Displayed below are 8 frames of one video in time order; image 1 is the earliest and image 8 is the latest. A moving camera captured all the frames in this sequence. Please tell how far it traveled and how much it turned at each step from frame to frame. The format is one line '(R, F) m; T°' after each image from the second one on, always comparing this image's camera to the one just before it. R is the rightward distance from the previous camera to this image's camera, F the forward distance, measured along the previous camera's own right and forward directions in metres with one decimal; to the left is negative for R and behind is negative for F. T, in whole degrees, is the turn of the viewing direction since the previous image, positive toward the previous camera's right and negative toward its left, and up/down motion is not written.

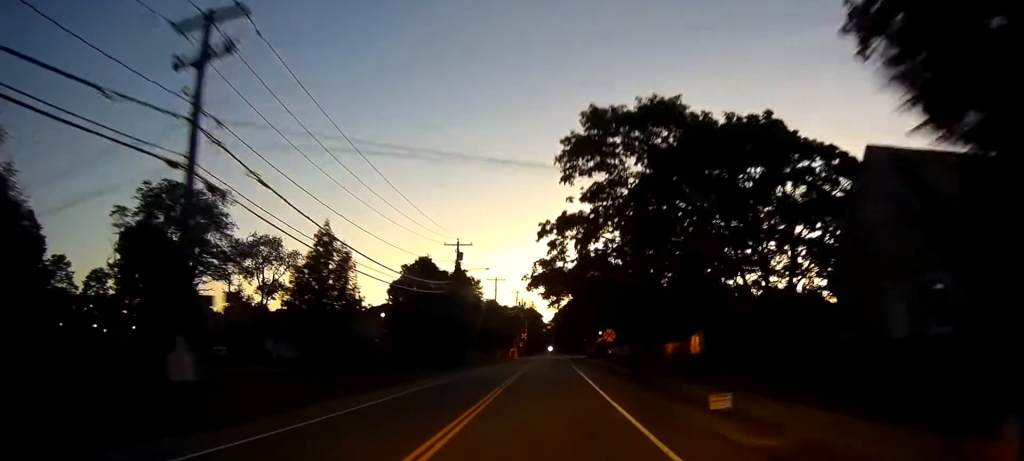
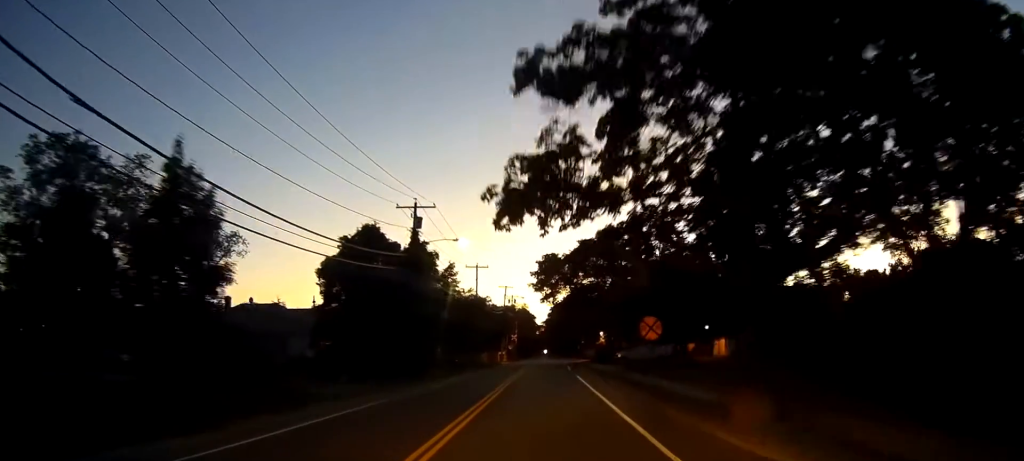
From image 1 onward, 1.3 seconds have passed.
(+0.1, +16.6) m; 0°
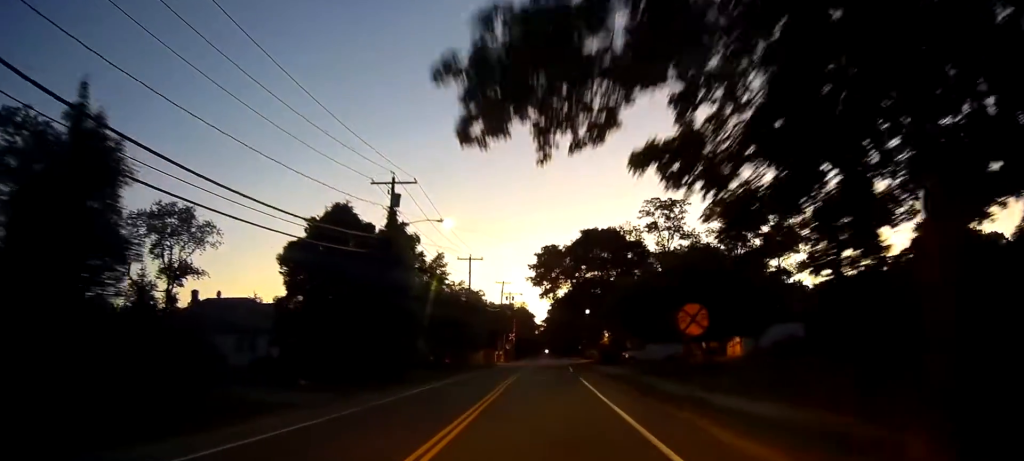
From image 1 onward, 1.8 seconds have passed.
(0.0, +6.3) m; 0°
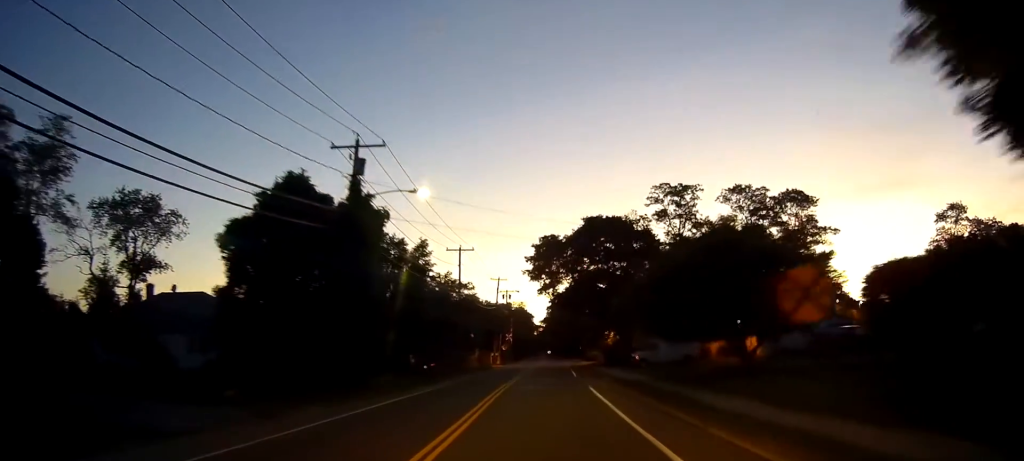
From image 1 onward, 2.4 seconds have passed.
(-0.1, +7.1) m; 0°
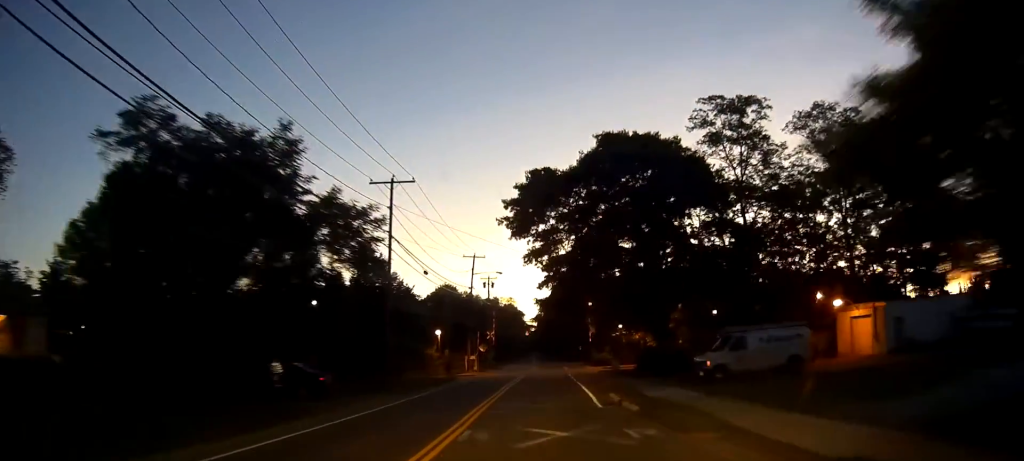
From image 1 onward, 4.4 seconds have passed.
(+0.6, +24.8) m; +2°
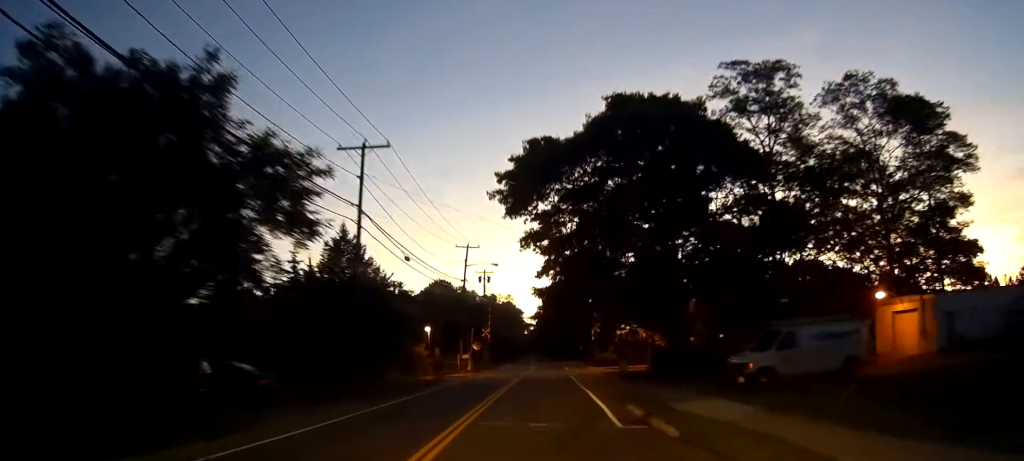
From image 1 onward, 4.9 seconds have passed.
(0.0, +5.9) m; 0°
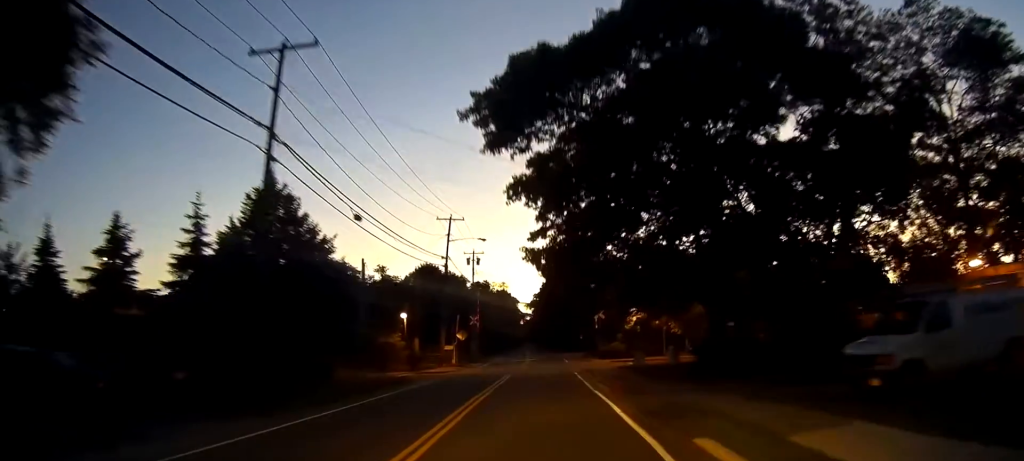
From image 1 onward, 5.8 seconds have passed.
(0.0, +9.6) m; 0°
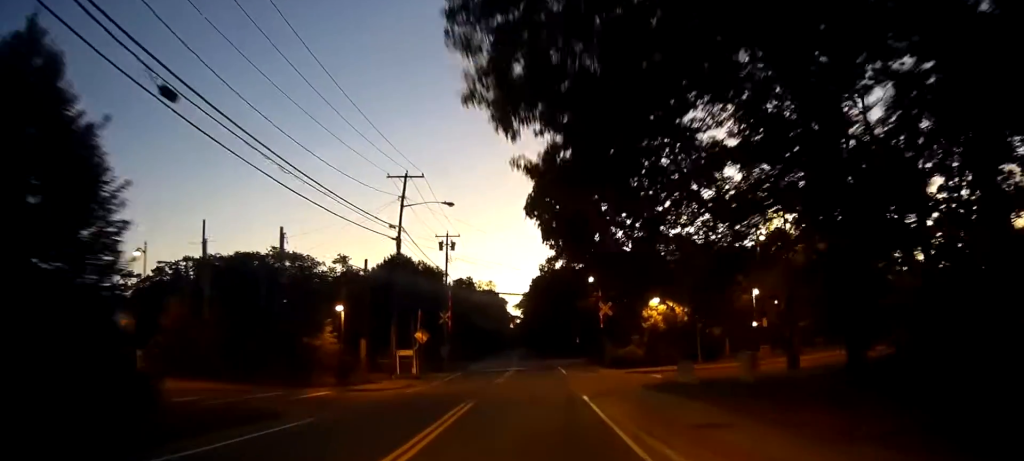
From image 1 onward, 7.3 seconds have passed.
(+0.1, +16.0) m; +1°
